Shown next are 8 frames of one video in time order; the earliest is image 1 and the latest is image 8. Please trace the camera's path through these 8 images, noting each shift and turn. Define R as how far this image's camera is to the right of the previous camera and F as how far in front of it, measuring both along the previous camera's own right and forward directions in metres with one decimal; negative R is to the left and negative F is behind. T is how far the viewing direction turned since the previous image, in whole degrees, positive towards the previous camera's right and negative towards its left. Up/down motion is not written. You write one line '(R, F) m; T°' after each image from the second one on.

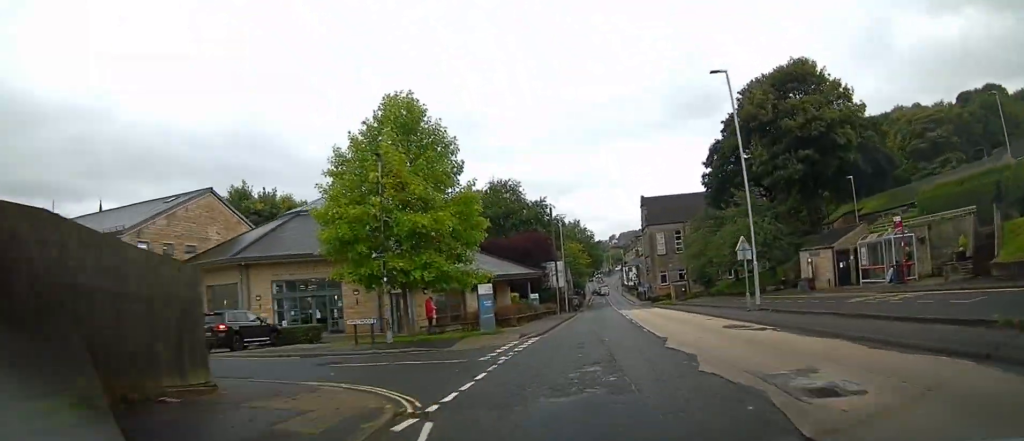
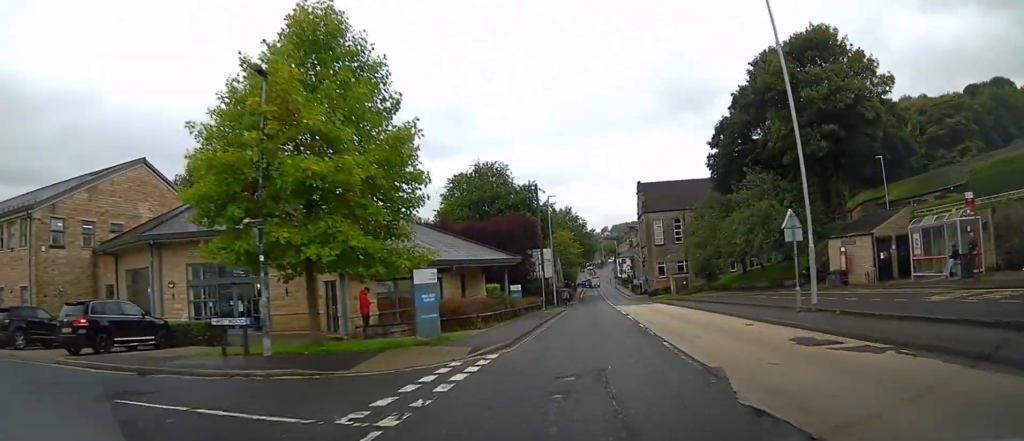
(0.0, +7.0) m; 0°
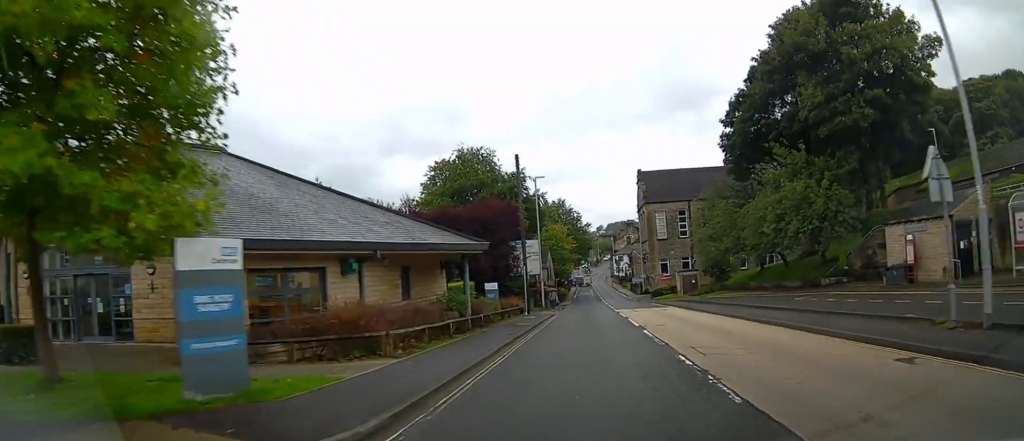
(0.0, +8.3) m; 0°
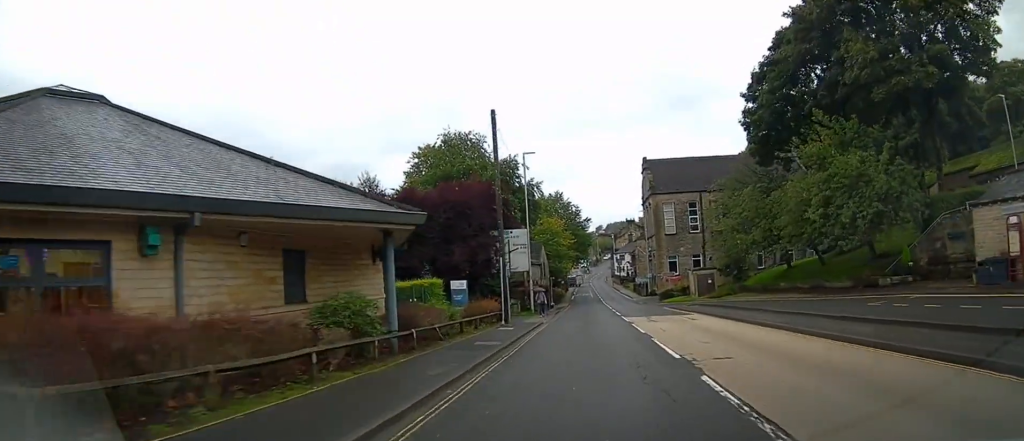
(0.0, +8.1) m; 0°
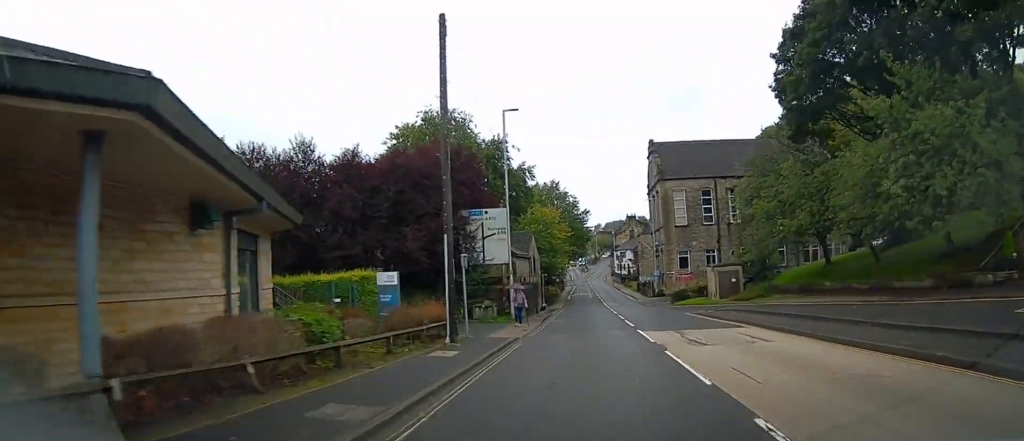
(0.0, +8.9) m; 0°
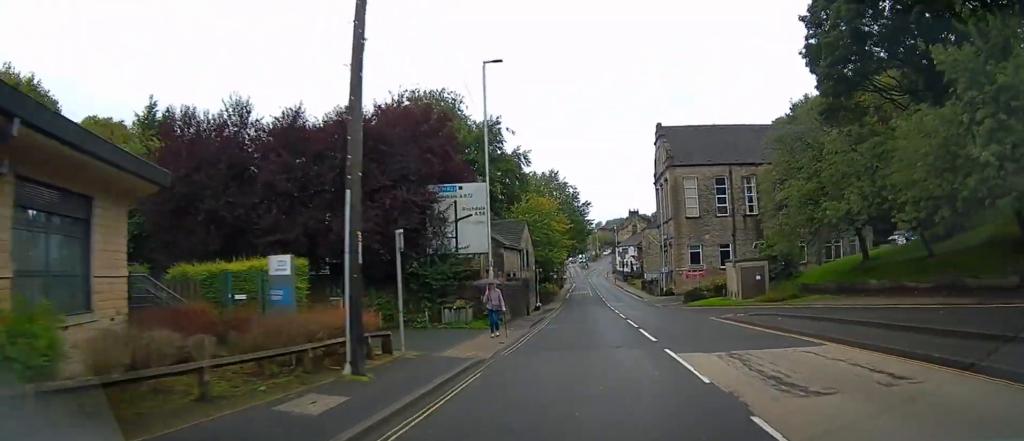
(0.0, +5.7) m; -1°
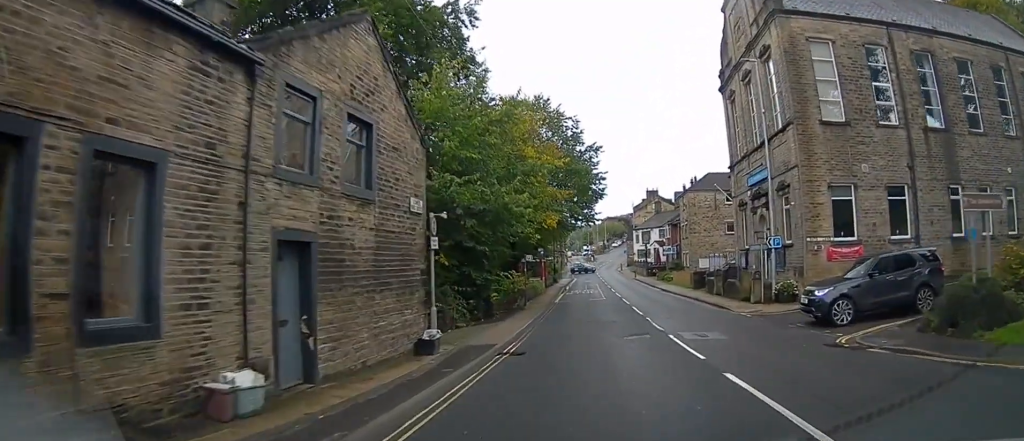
(-0.6, +30.4) m; 0°
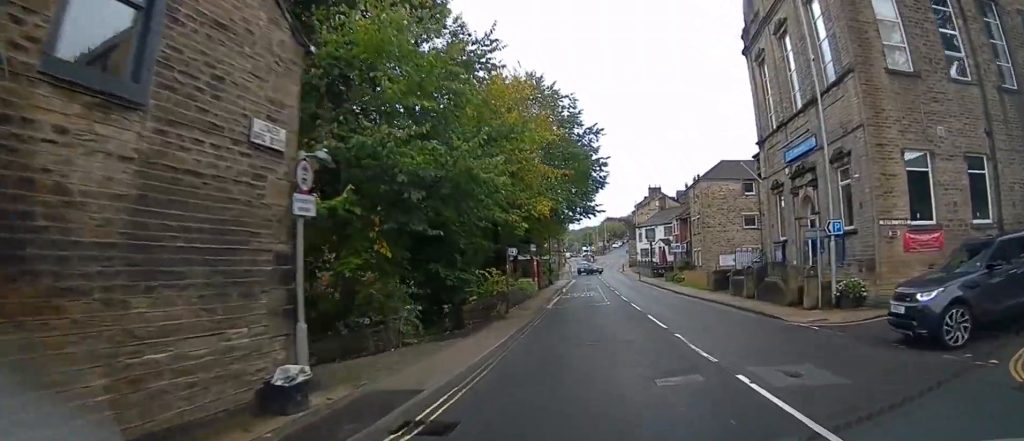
(+0.2, +6.1) m; 0°
